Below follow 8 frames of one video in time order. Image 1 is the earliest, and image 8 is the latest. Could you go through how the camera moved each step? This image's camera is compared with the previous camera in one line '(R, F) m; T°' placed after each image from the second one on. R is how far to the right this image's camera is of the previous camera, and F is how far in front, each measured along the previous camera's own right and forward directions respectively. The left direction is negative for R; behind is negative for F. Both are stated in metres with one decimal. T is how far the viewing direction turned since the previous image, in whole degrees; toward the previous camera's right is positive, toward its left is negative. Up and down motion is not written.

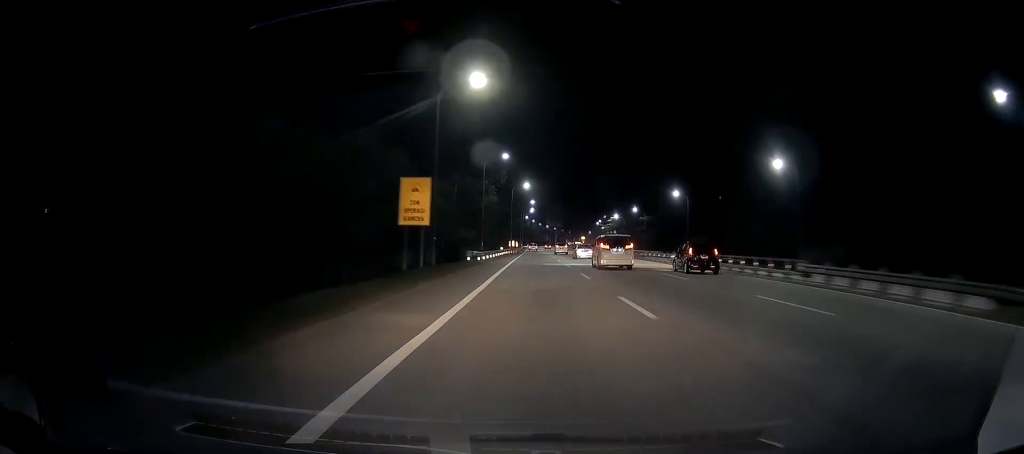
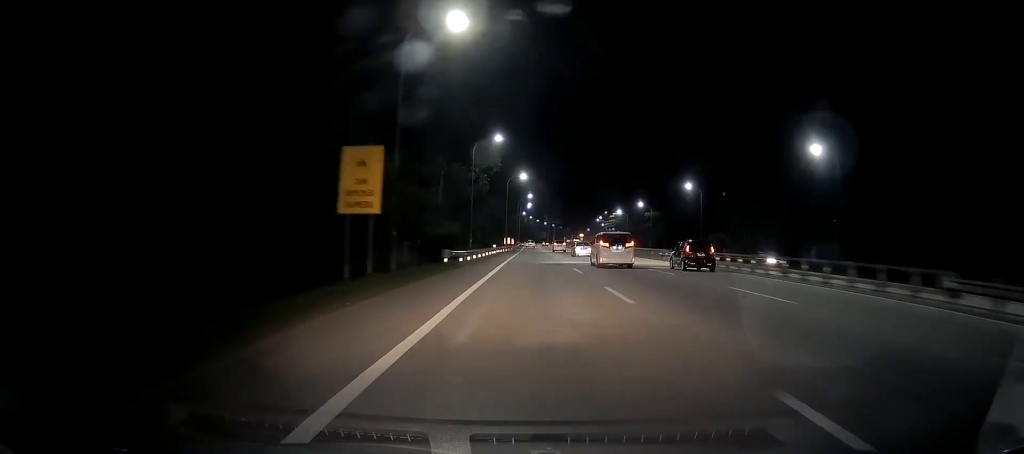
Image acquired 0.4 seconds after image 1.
(+0.3, +10.0) m; 0°
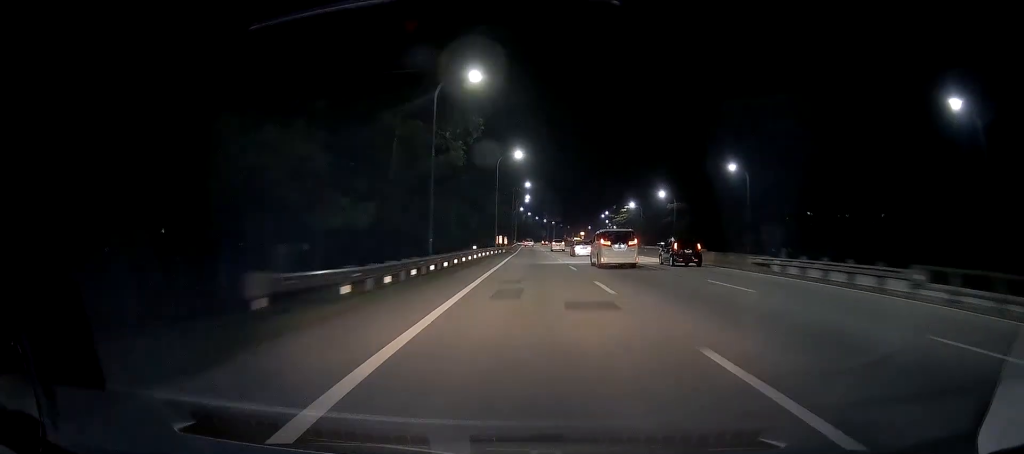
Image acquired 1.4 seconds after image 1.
(-0.6, +22.3) m; -2°
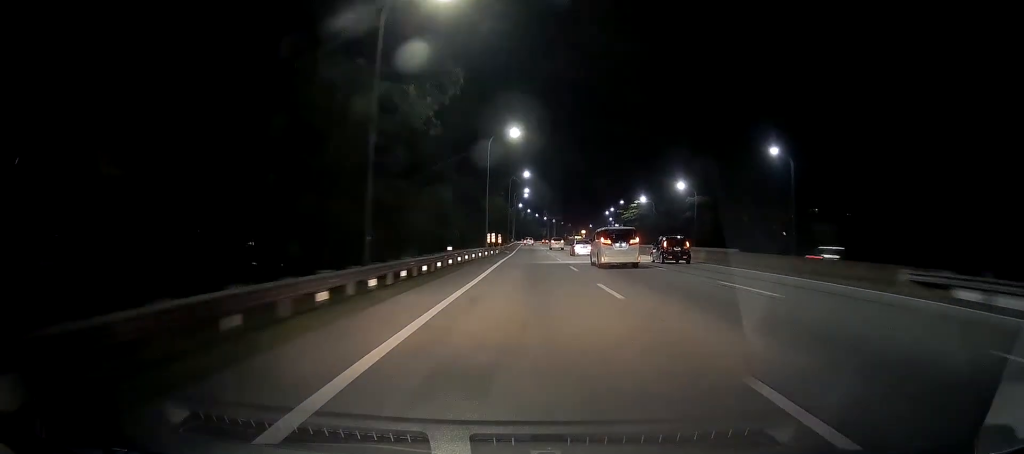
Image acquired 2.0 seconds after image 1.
(-0.1, +13.8) m; 0°
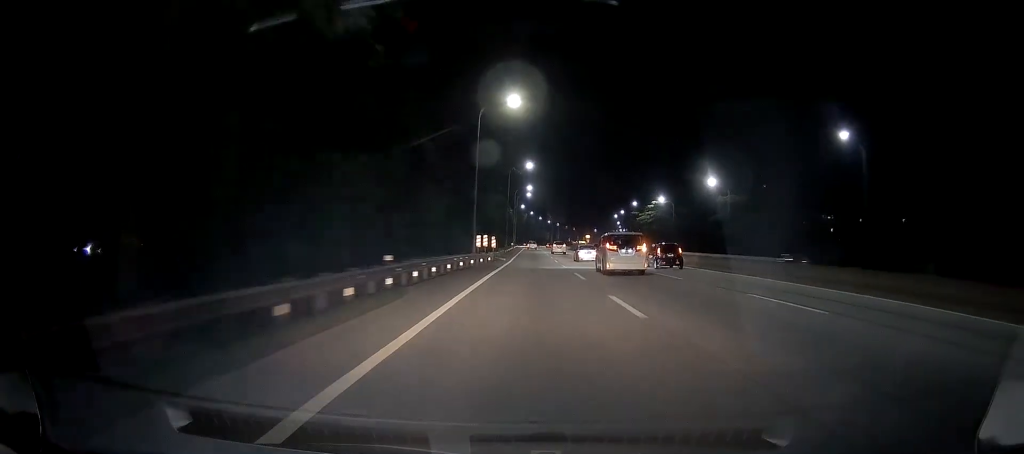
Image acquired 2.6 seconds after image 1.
(0.0, +14.6) m; 0°
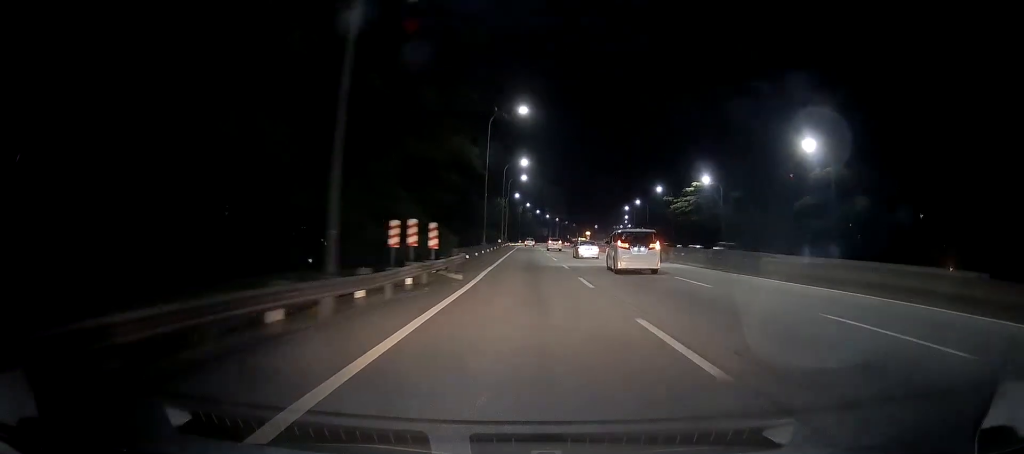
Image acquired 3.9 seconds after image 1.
(+0.2, +29.5) m; +1°
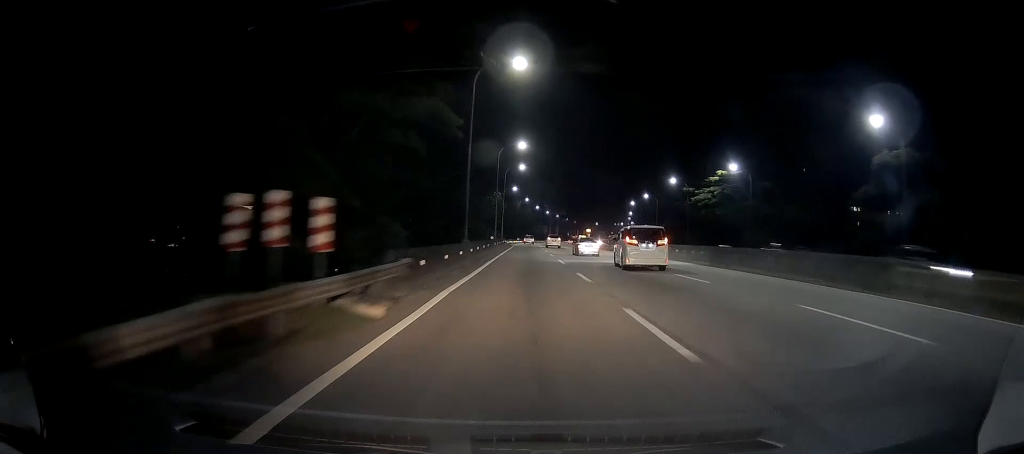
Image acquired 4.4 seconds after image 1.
(+0.3, +11.3) m; 0°
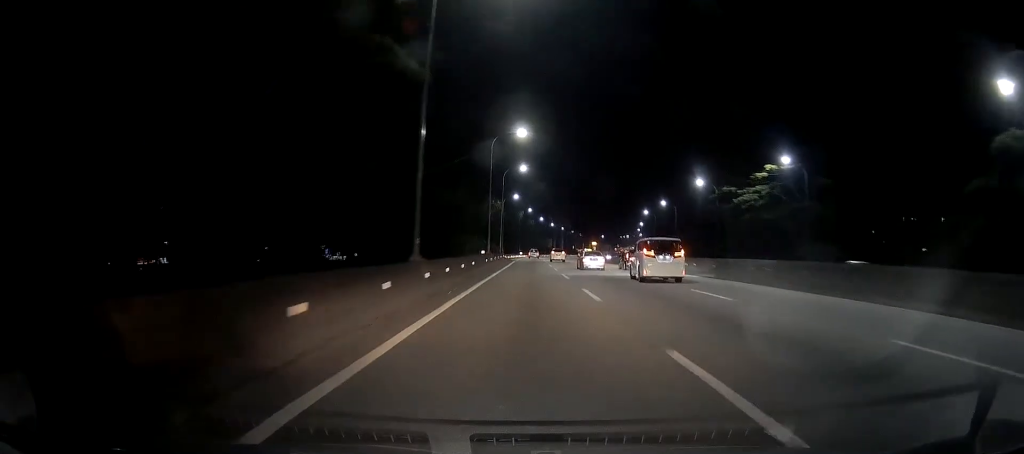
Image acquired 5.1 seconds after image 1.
(-0.3, +14.2) m; 0°
